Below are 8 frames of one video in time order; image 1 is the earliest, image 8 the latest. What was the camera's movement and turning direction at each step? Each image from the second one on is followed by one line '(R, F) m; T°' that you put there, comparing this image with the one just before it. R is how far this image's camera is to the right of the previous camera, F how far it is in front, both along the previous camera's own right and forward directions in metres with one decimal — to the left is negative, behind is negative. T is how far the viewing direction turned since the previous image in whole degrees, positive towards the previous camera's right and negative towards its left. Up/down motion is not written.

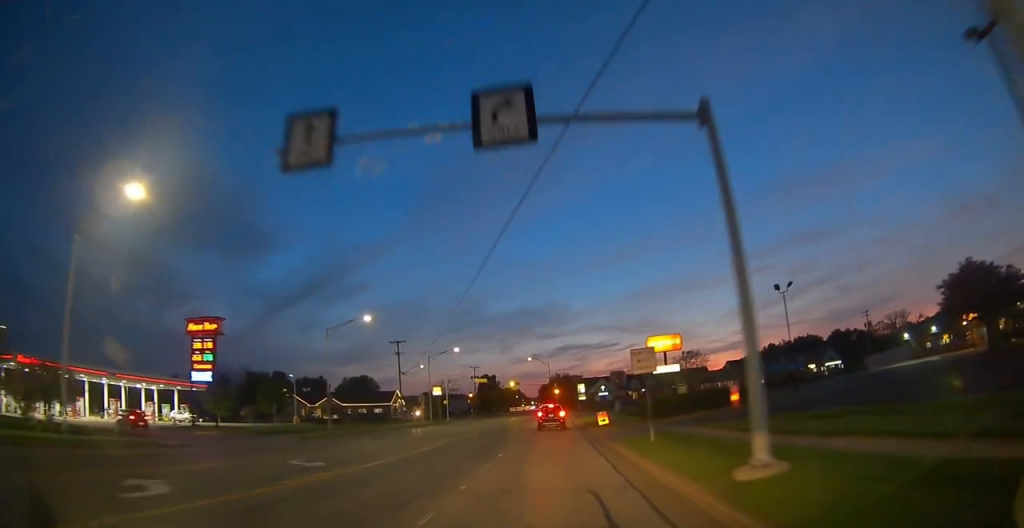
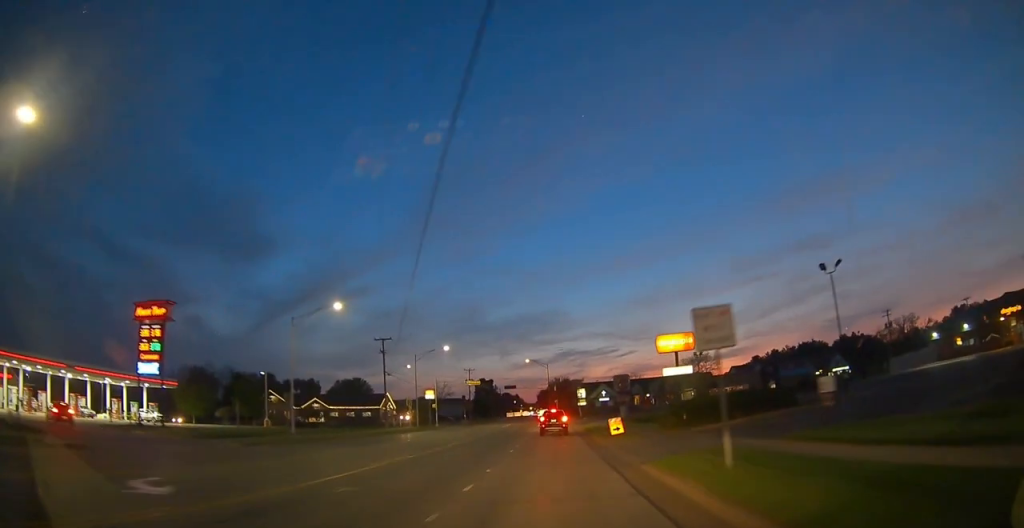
(0.0, +7.1) m; 0°
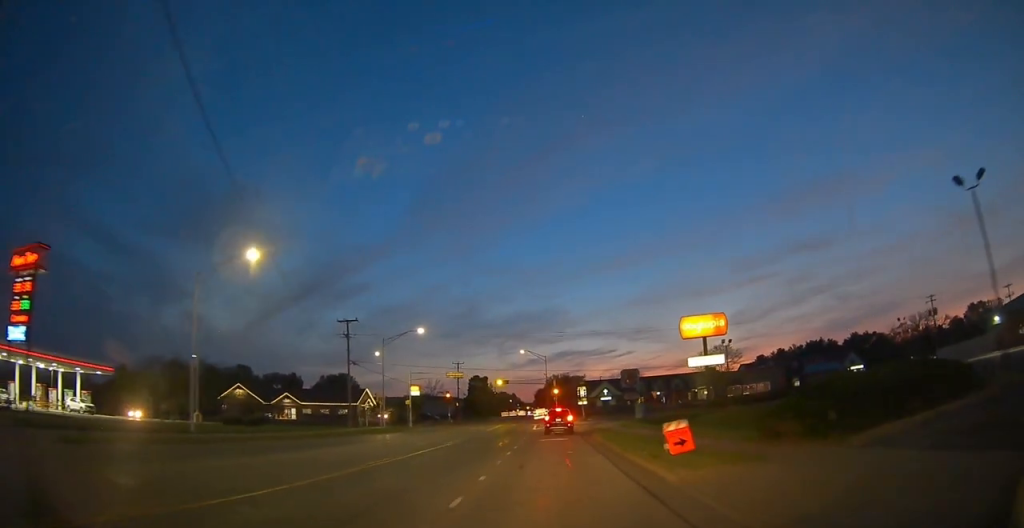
(0.0, +13.1) m; +1°
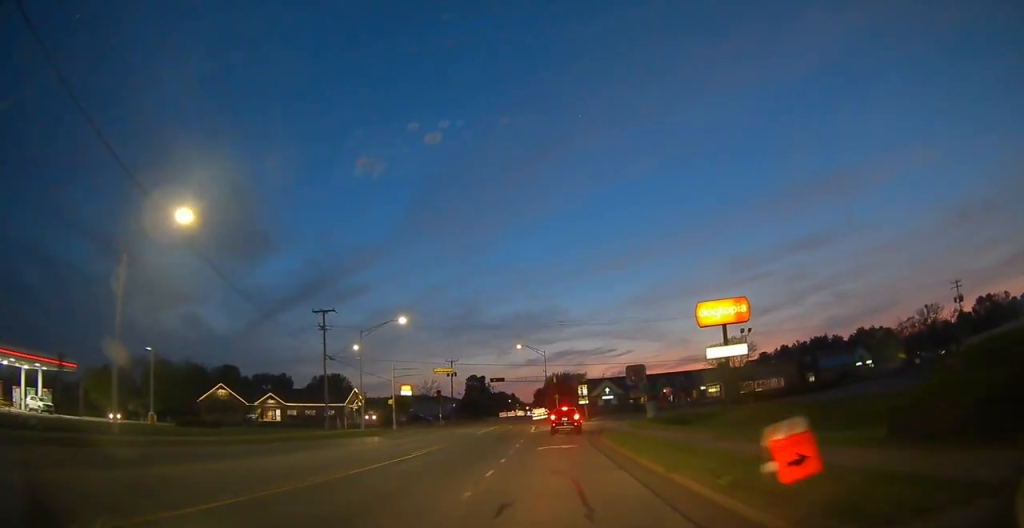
(0.0, +6.7) m; +1°
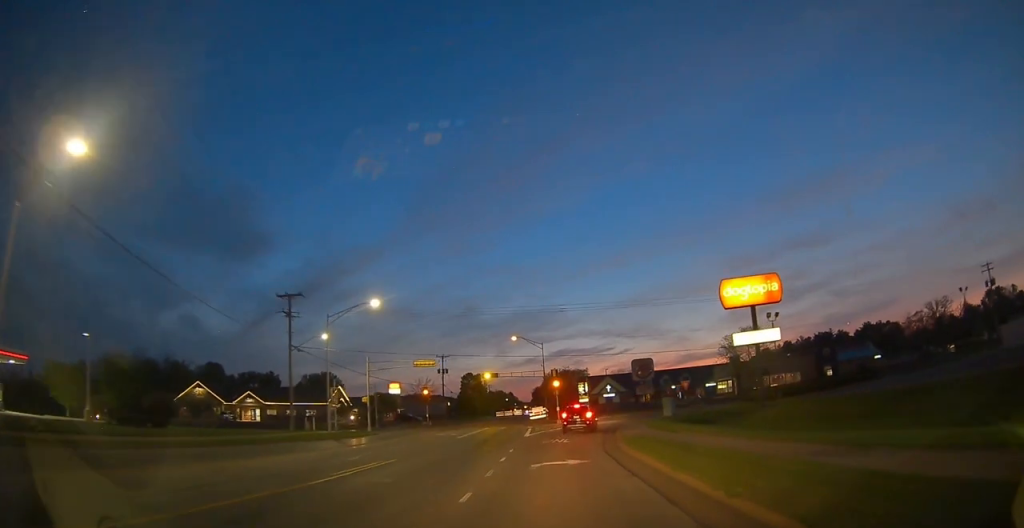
(+0.3, +7.5) m; 0°
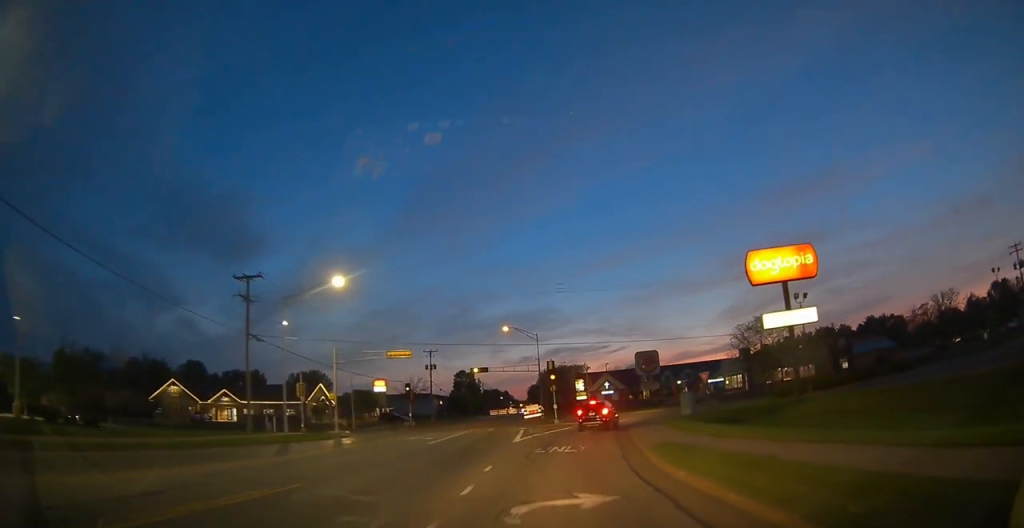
(-0.2, +6.7) m; 0°
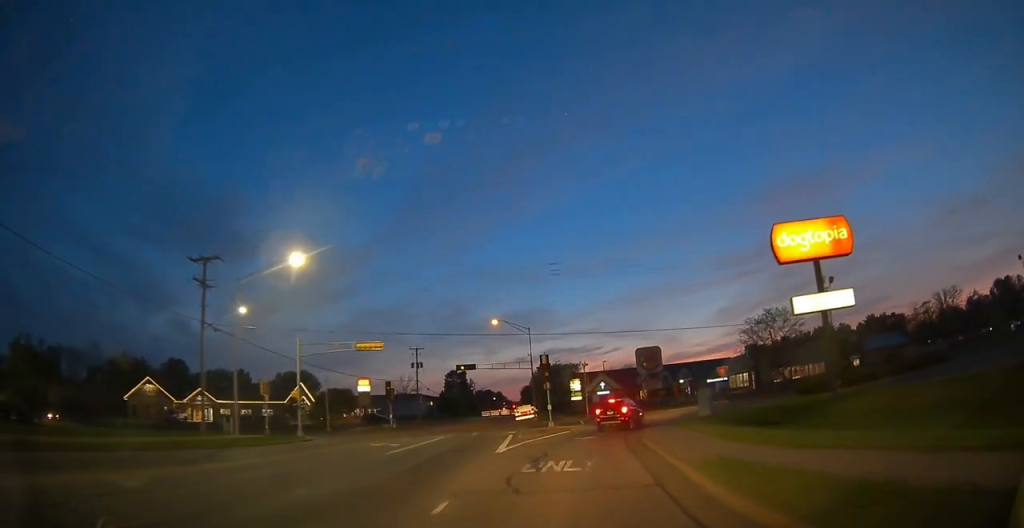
(-0.2, +5.5) m; 0°
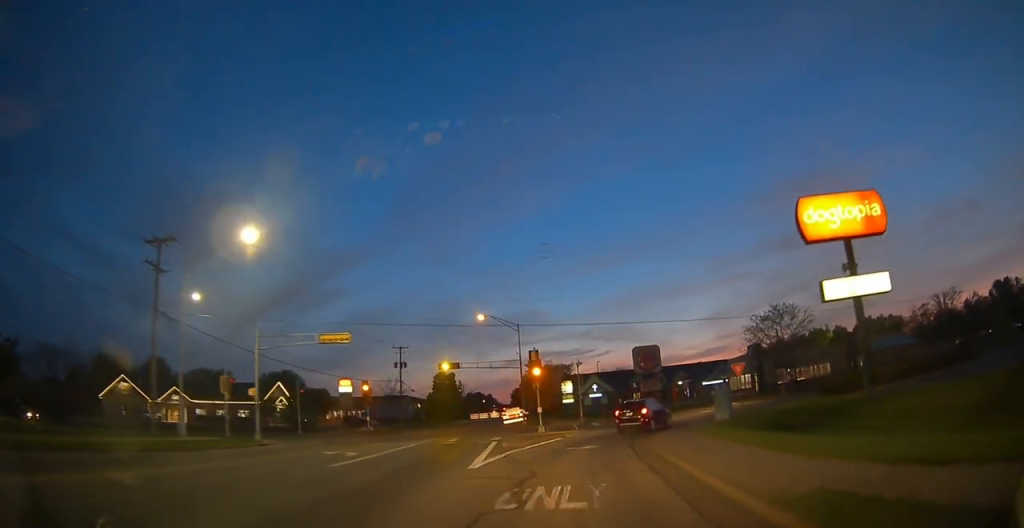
(+0.2, +4.4) m; 0°
